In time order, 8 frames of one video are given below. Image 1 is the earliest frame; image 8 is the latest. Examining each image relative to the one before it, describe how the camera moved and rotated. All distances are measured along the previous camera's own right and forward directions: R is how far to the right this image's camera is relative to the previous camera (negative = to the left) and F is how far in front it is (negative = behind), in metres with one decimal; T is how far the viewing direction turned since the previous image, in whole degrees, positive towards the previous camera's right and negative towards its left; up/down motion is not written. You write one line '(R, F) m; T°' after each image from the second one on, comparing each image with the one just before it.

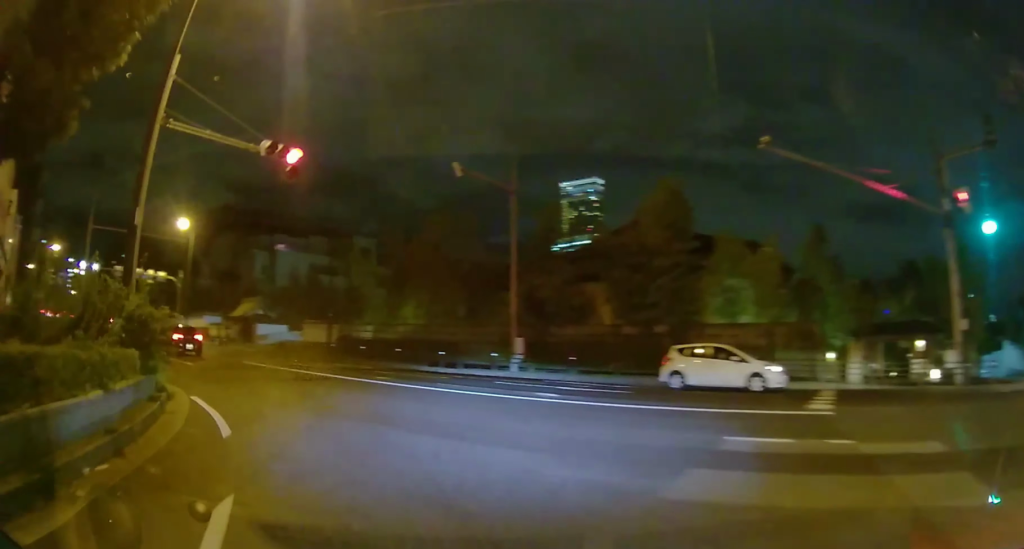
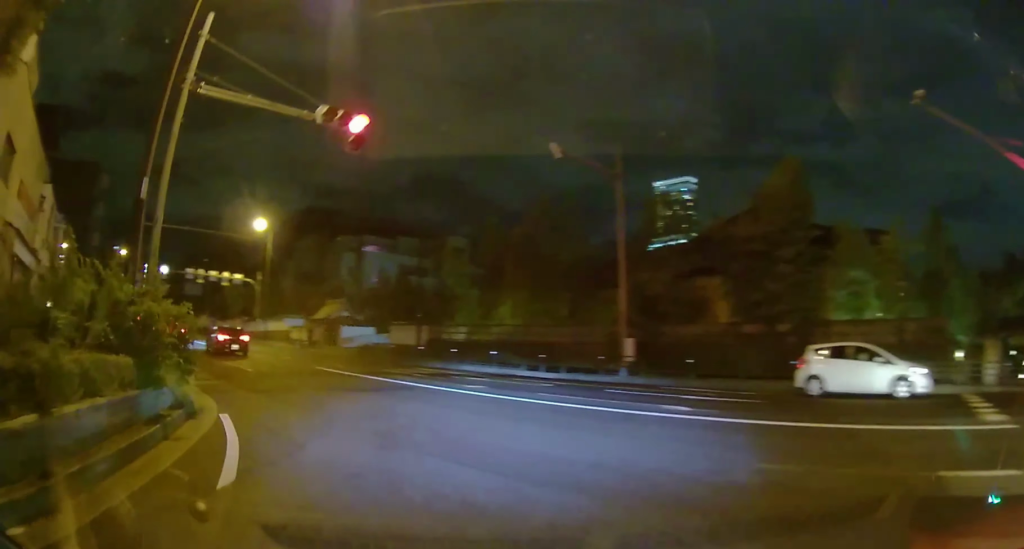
(-0.1, +2.6) m; -9°
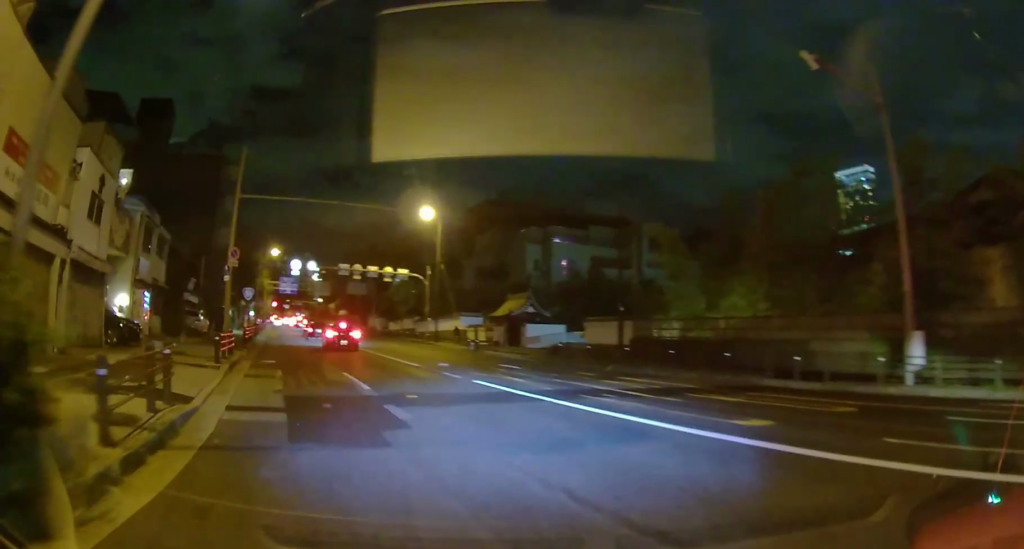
(-1.5, +6.8) m; -19°
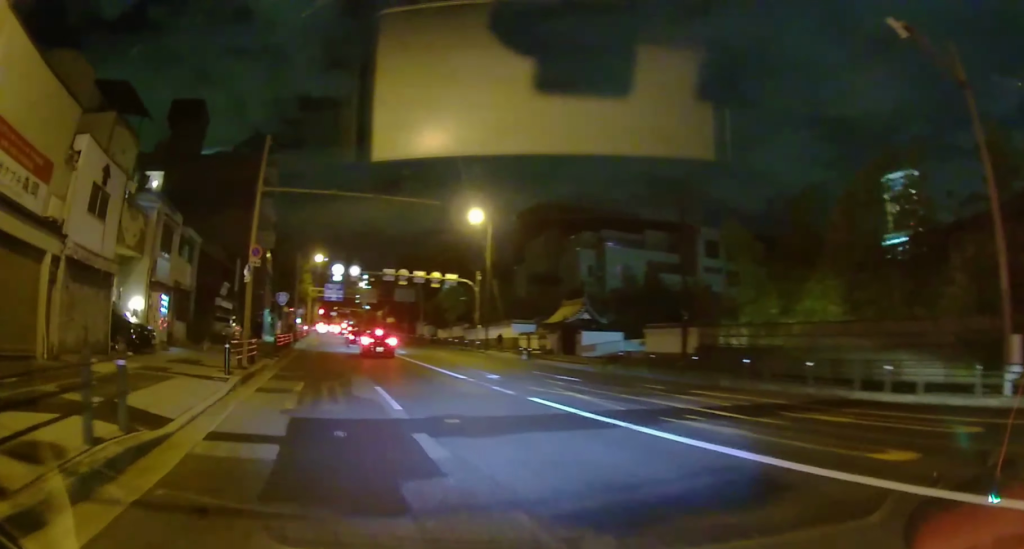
(0.0, +2.4) m; 0°
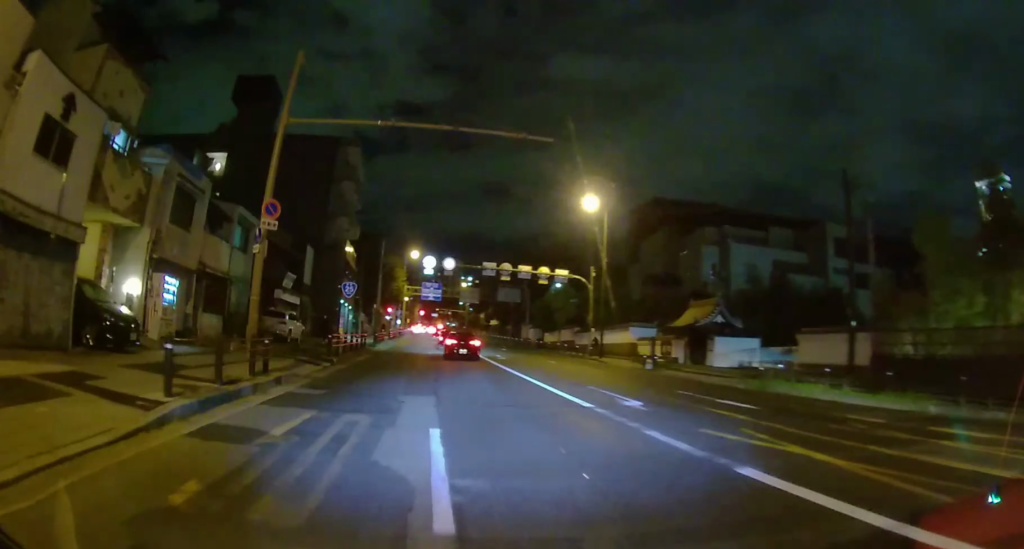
(-0.1, +6.7) m; -5°
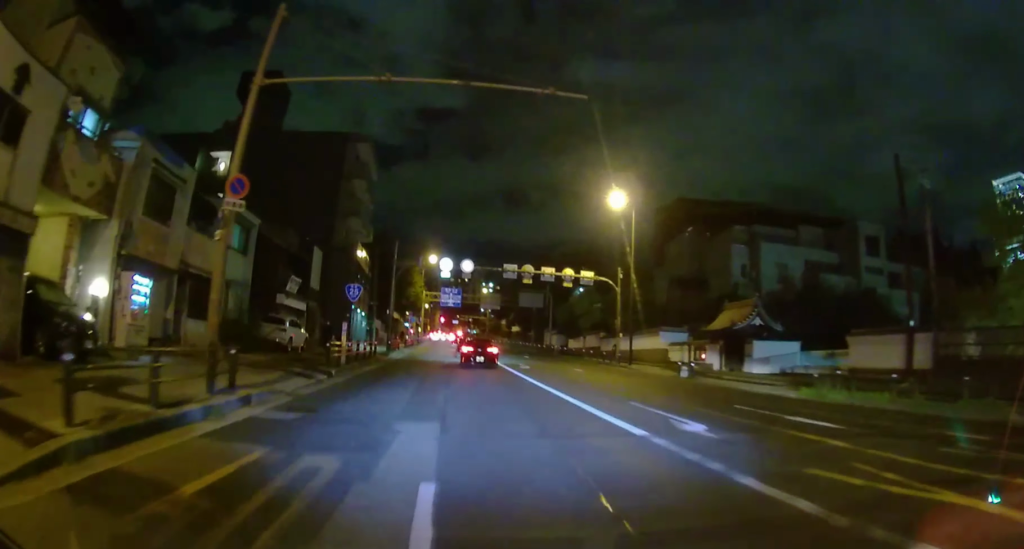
(-0.2, +2.4) m; -3°
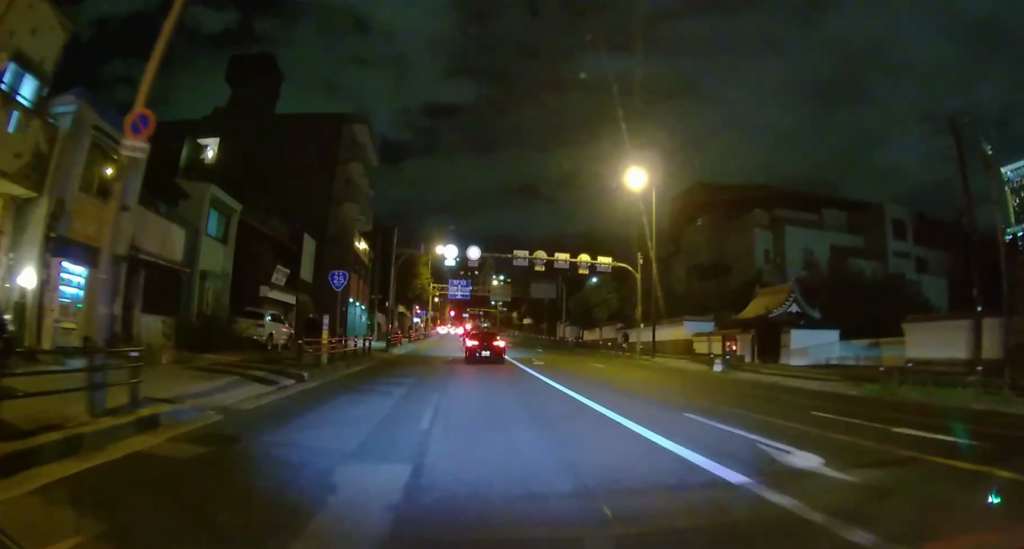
(-0.1, +3.3) m; -2°
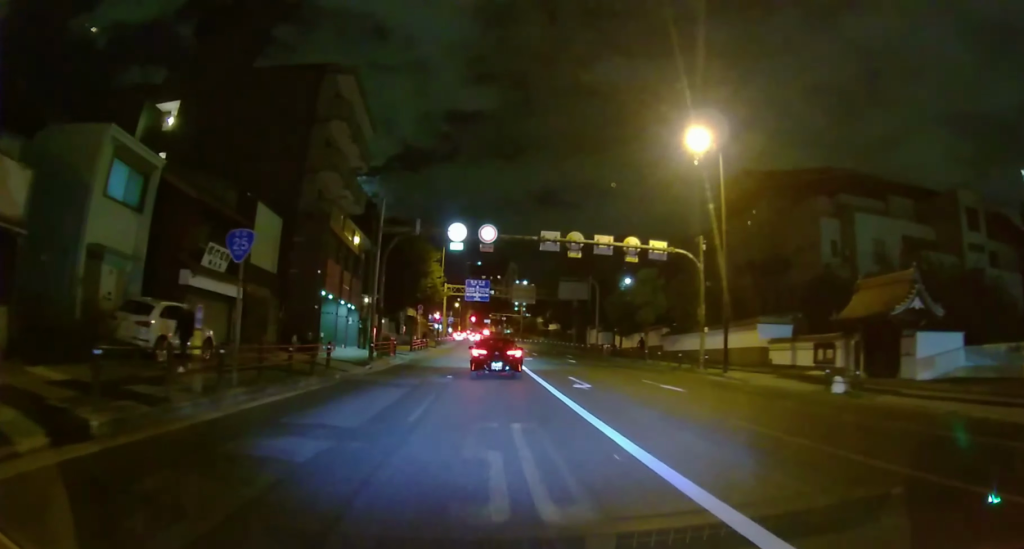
(+0.1, +8.7) m; +1°
